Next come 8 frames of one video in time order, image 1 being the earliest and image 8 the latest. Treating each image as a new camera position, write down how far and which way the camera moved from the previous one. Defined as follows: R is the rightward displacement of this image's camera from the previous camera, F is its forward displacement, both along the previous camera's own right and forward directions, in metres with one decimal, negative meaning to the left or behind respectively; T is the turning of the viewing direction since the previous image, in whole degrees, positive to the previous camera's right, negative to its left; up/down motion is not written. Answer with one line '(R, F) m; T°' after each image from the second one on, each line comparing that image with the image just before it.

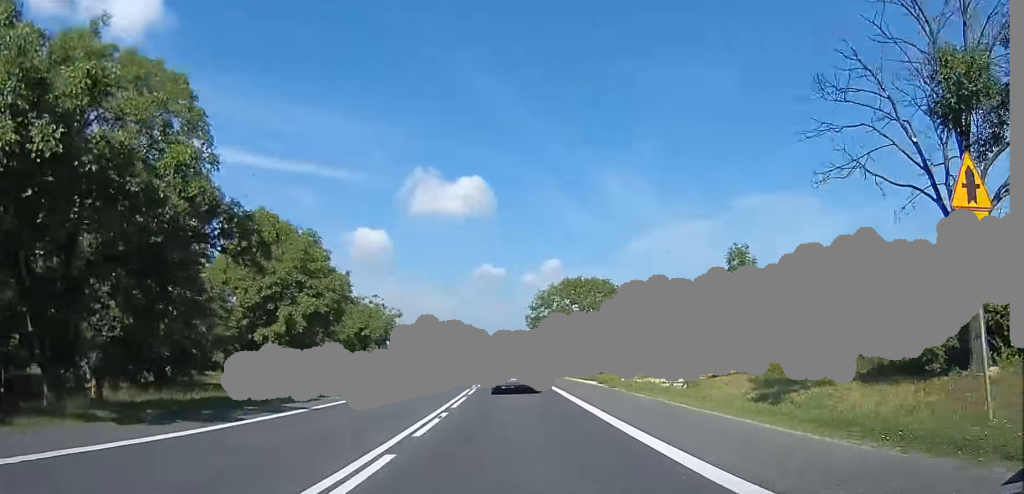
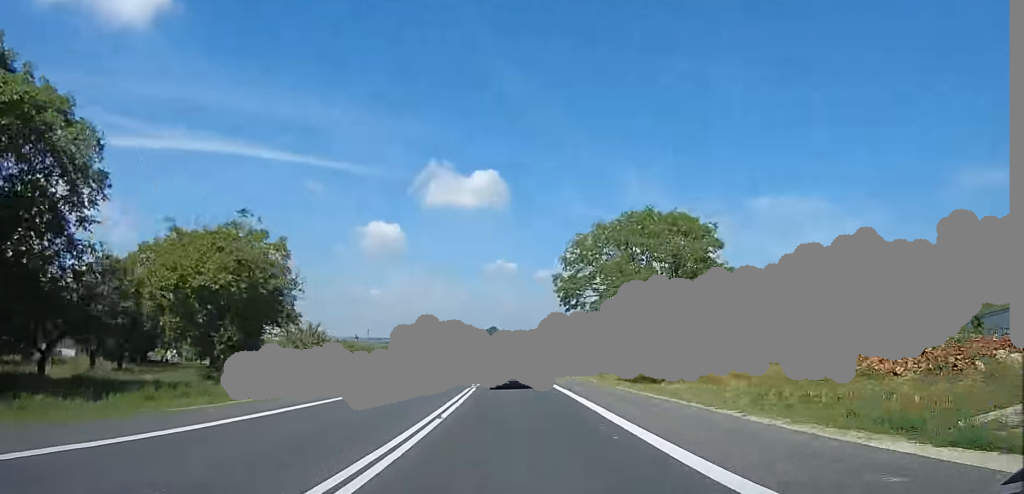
(+1.0, +28.3) m; 0°
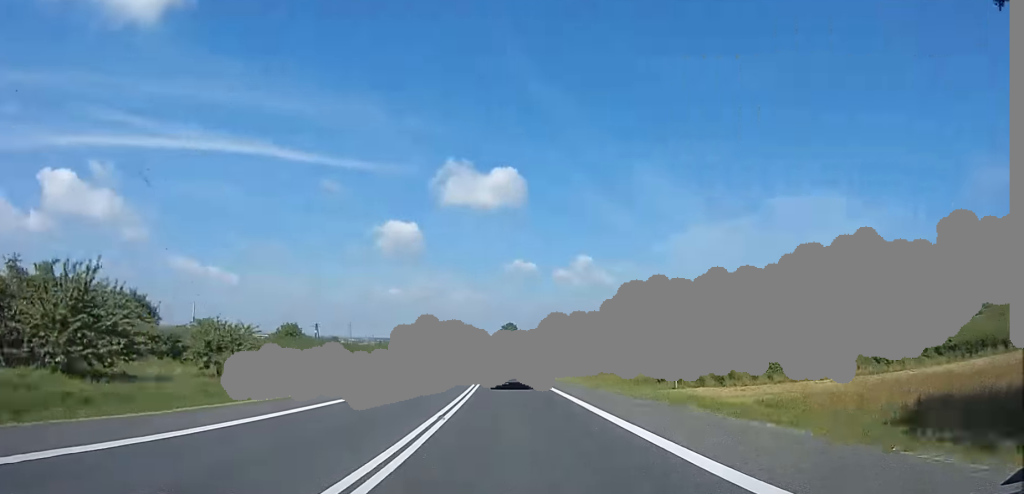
(-1.0, +35.8) m; -3°
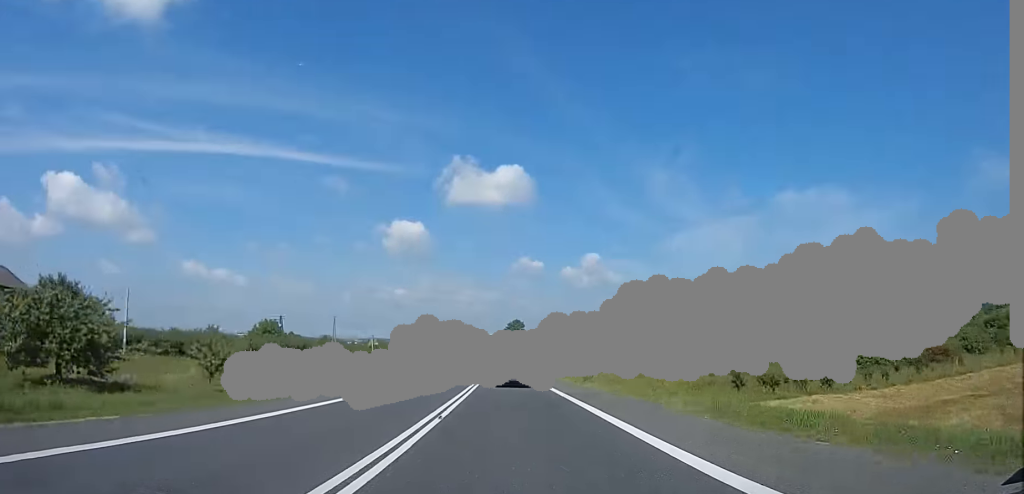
(-0.2, +16.5) m; -1°
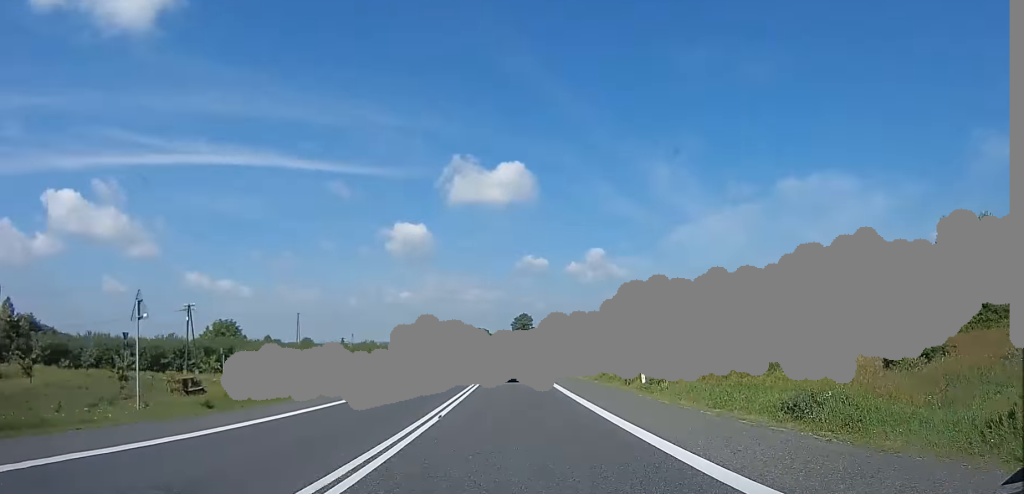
(-0.4, +22.7) m; -1°
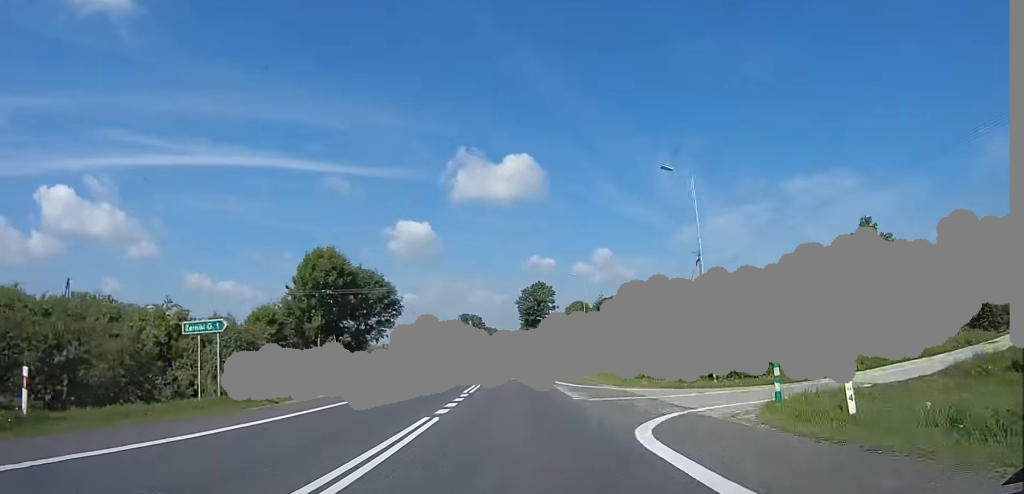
(-1.0, +107.8) m; -1°
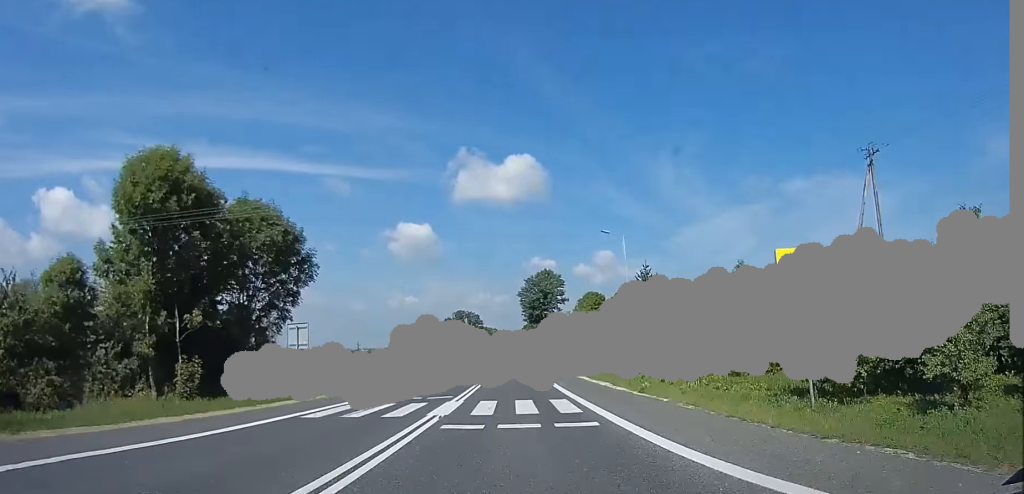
(-0.3, +23.8) m; 0°
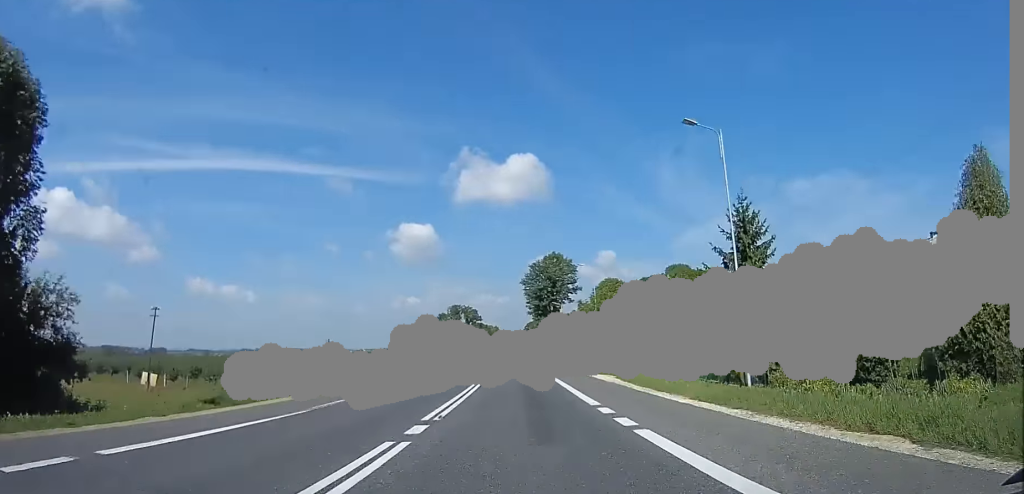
(+0.5, +19.4) m; 0°
